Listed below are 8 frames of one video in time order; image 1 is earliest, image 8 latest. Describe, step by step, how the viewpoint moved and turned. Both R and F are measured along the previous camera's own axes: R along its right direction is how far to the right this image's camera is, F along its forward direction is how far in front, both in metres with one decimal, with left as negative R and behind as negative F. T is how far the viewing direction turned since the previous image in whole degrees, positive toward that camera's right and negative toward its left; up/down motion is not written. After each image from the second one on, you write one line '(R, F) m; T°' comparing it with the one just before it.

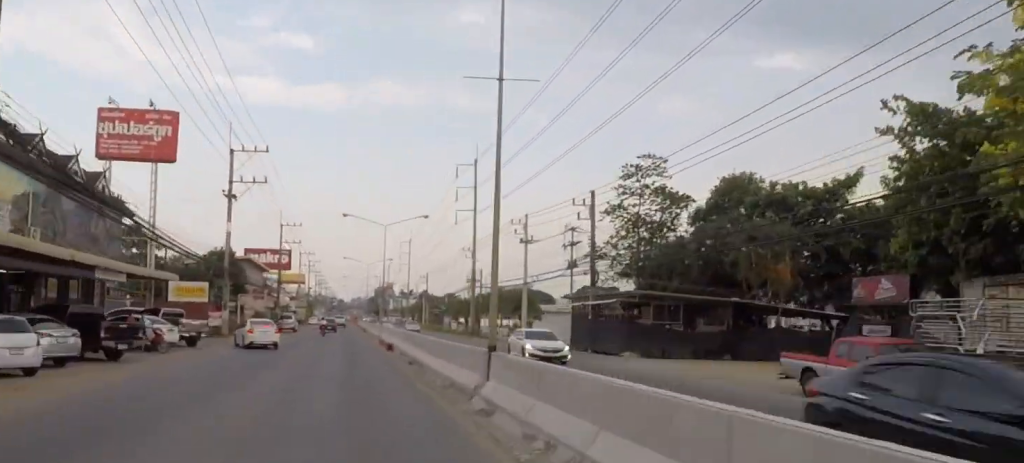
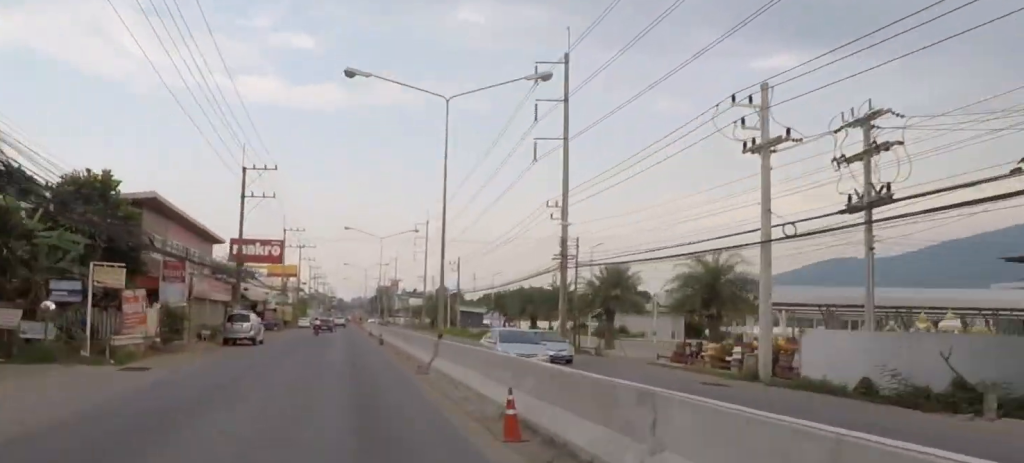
(-0.1, +32.1) m; +1°
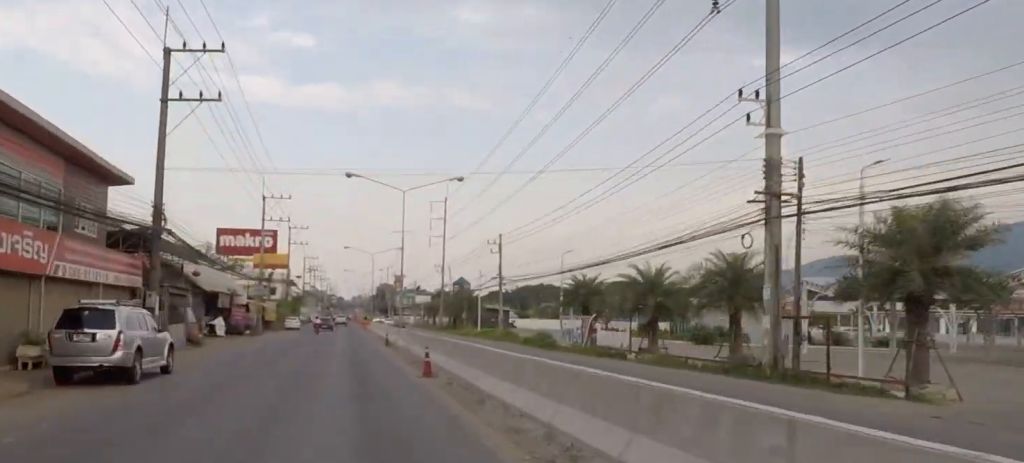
(+0.5, +23.3) m; +1°
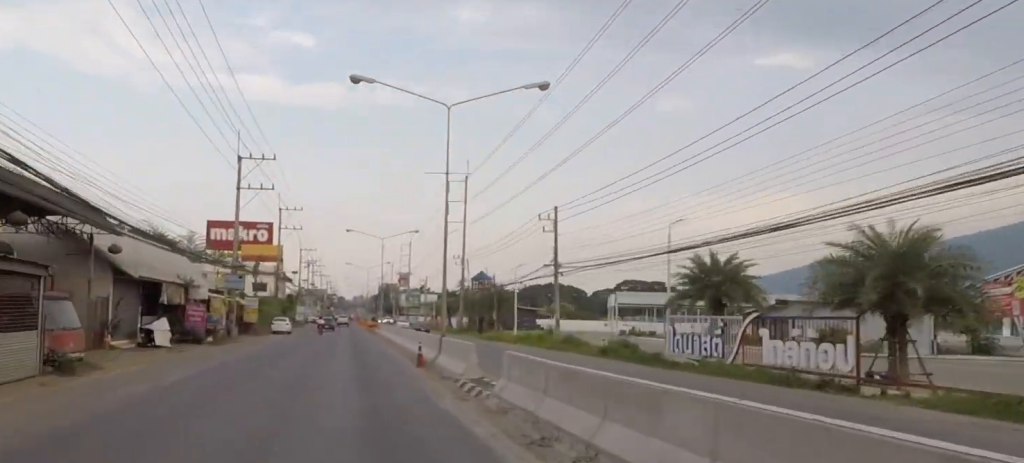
(+0.2, +16.3) m; 0°
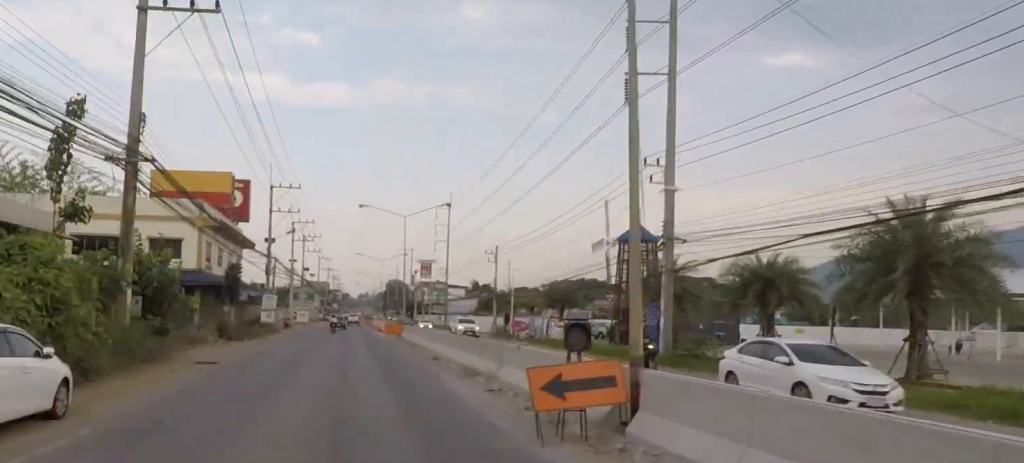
(-2.9, +54.5) m; -3°
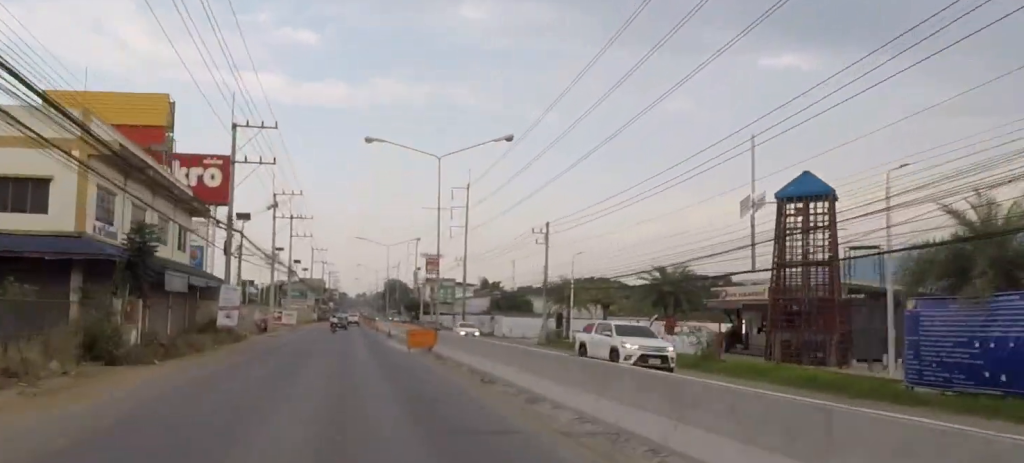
(+0.8, +19.6) m; +2°
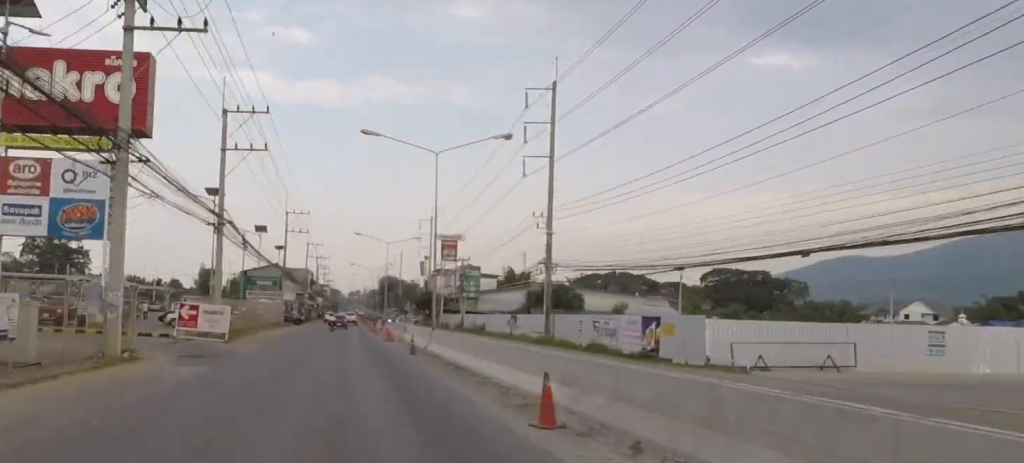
(+1.1, +40.4) m; +1°
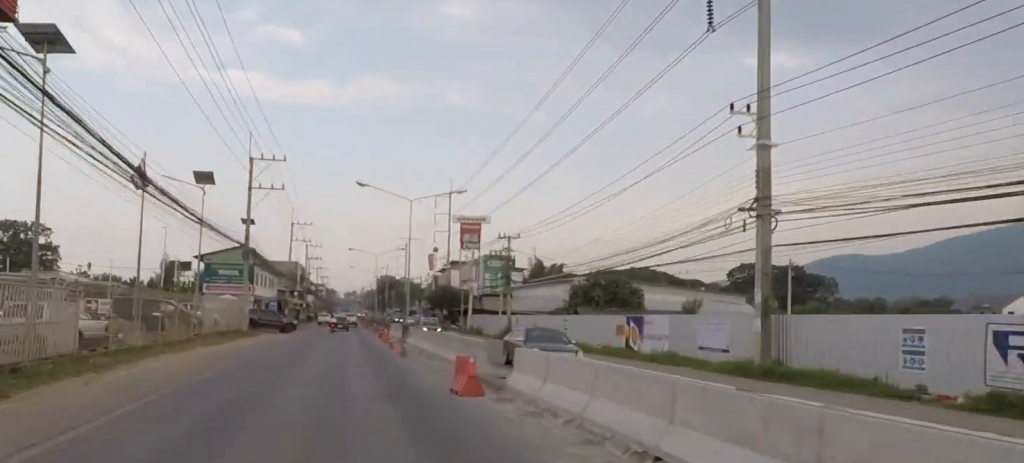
(-0.3, +26.8) m; -1°
